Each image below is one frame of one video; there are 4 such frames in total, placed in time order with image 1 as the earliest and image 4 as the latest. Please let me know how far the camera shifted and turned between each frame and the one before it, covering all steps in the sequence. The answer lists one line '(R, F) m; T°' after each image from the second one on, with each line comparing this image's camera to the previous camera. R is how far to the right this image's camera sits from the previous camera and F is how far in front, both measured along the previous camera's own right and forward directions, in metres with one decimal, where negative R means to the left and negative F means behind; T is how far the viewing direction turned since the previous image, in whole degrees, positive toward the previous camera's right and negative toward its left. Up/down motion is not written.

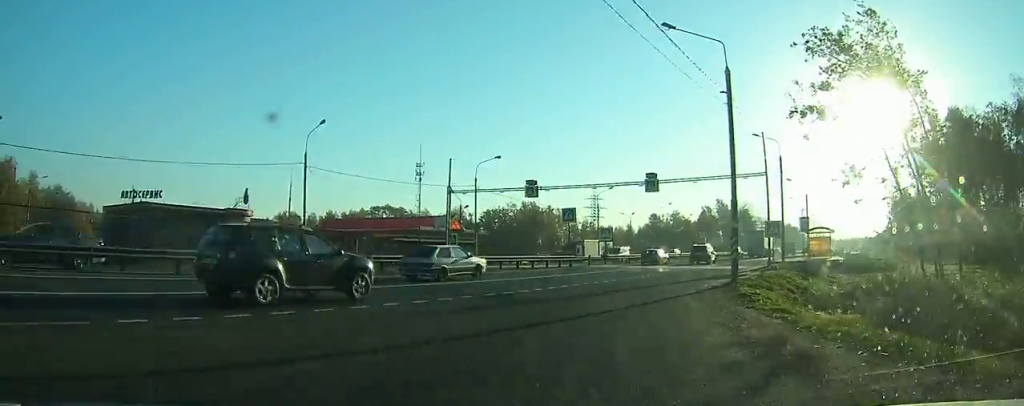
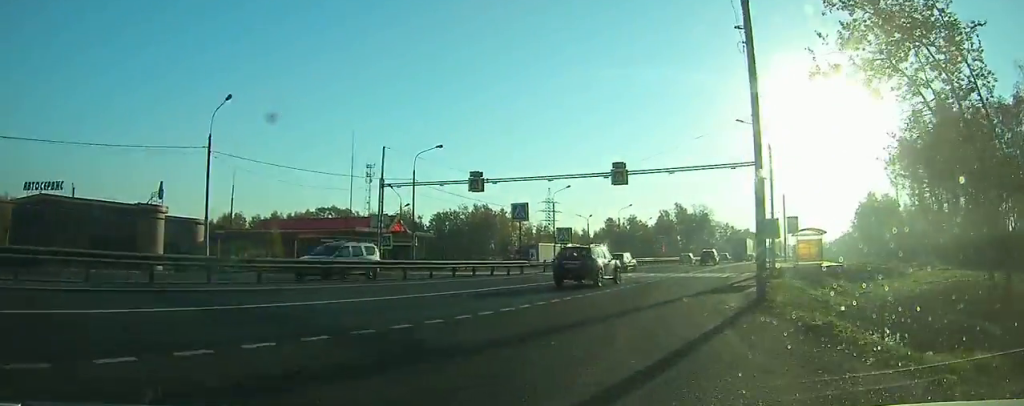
(+0.6, +8.6) m; +8°
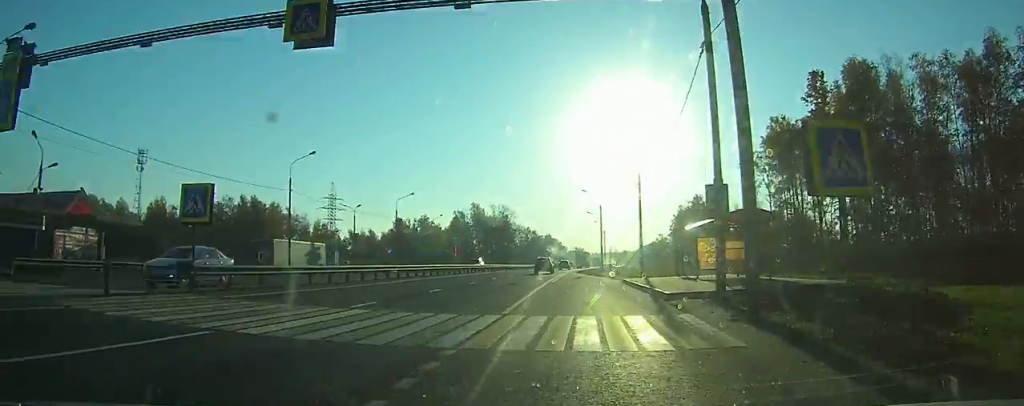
(+4.7, +27.5) m; +15°
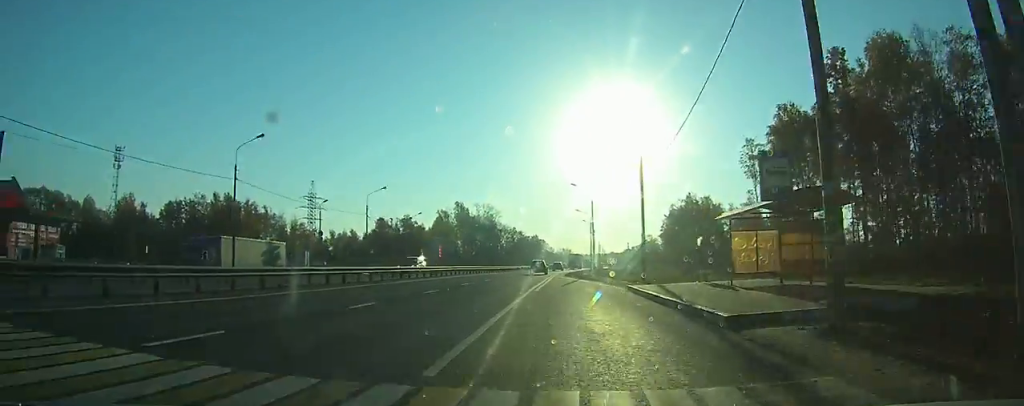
(+0.2, +7.7) m; +1°
